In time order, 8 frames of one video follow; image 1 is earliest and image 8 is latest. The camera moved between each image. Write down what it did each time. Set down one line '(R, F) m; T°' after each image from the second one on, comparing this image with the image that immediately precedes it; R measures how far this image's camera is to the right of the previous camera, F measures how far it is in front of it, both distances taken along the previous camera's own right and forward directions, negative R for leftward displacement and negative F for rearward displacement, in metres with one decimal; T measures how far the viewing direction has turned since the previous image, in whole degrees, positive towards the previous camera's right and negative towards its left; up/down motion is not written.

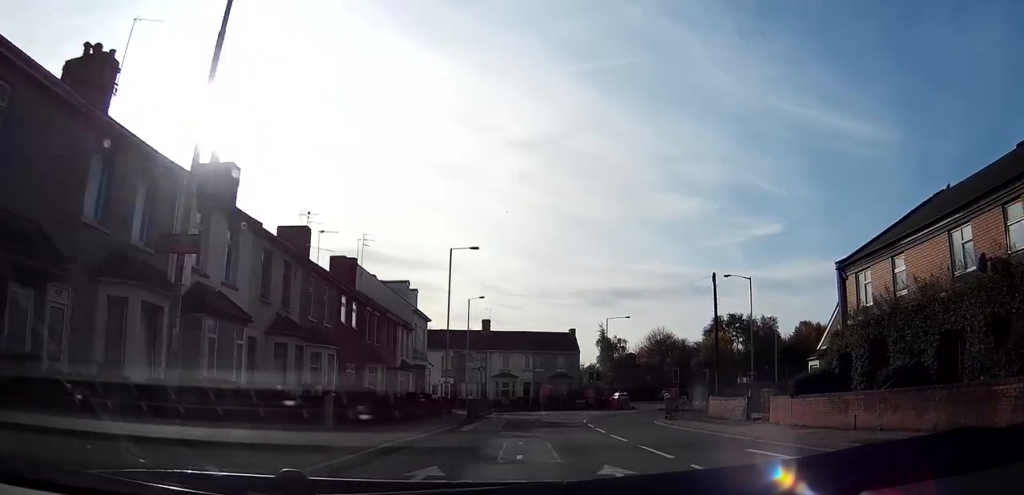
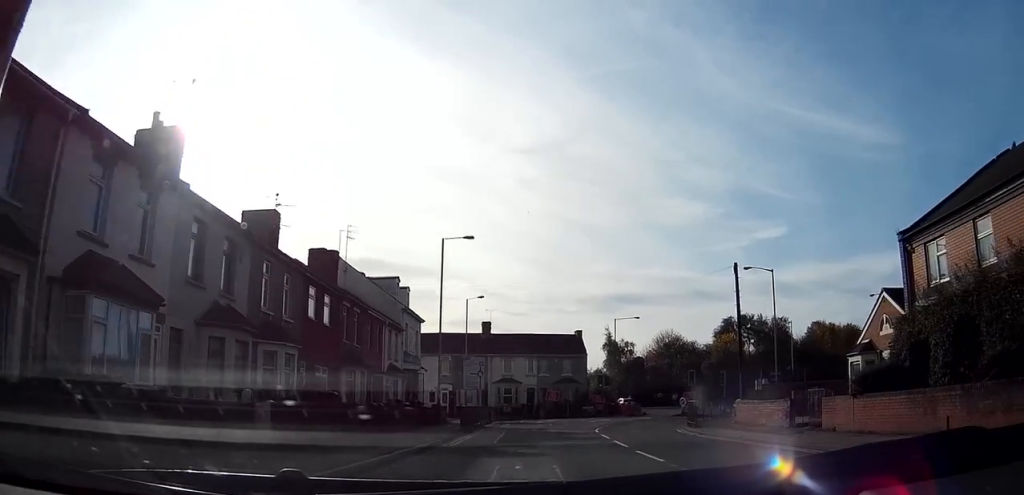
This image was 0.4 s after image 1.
(-0.1, +4.9) m; -1°
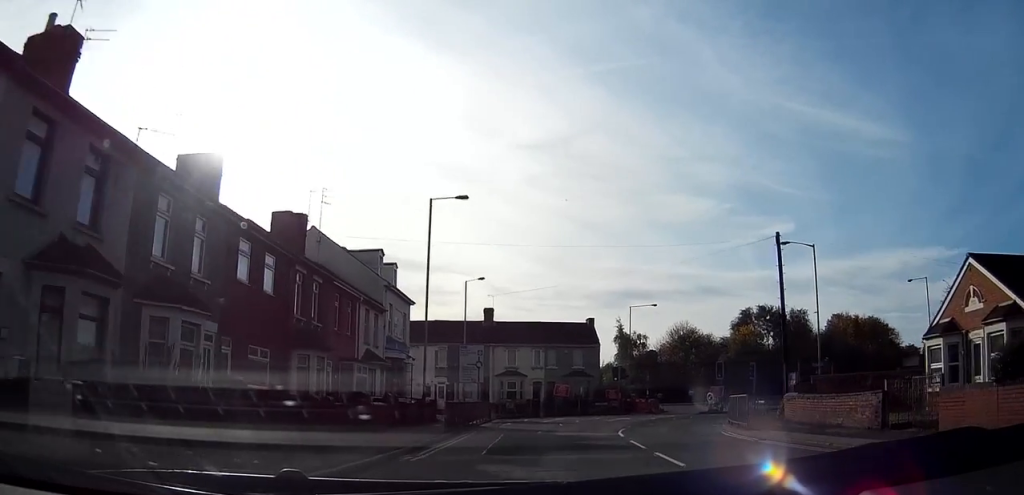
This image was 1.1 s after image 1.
(-0.1, +7.1) m; -1°
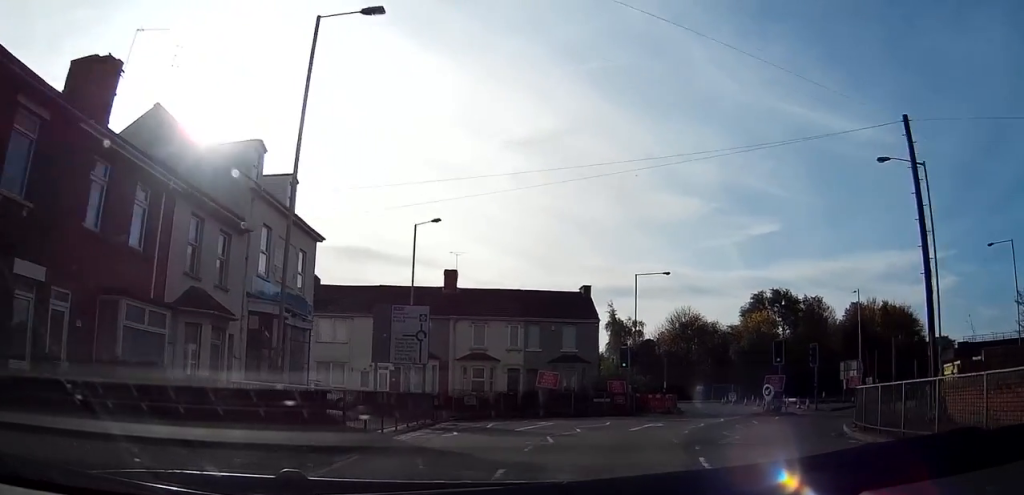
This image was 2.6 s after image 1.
(0.0, +16.5) m; +1°
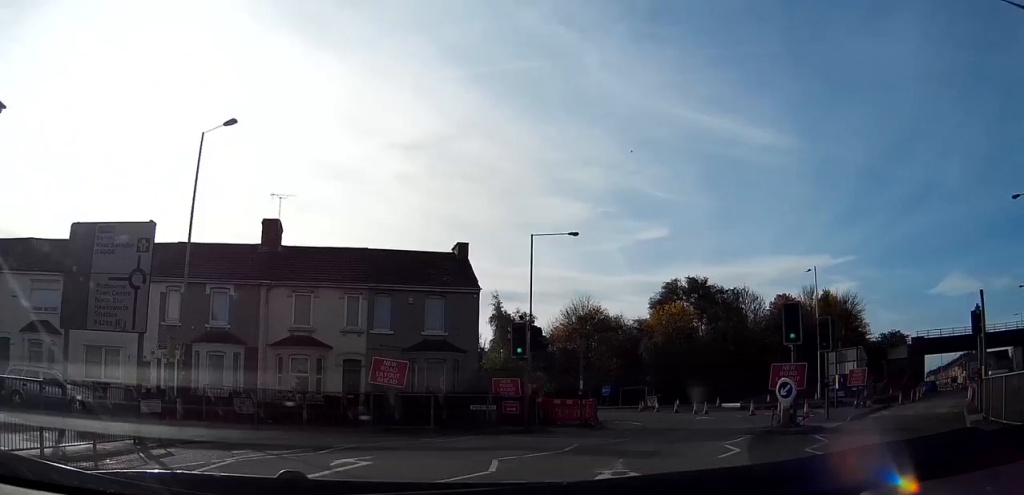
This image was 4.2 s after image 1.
(+0.7, +15.6) m; +7°
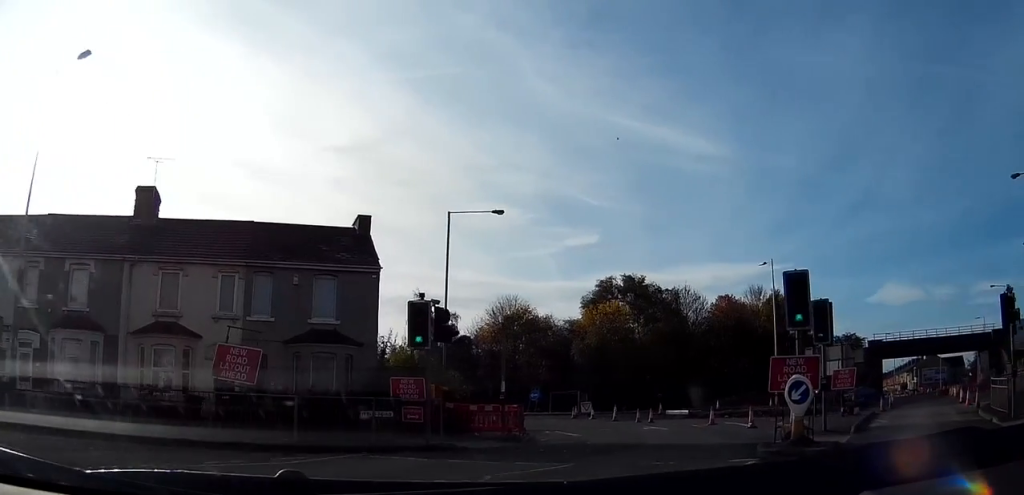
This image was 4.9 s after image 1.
(+0.2, +6.5) m; +4°
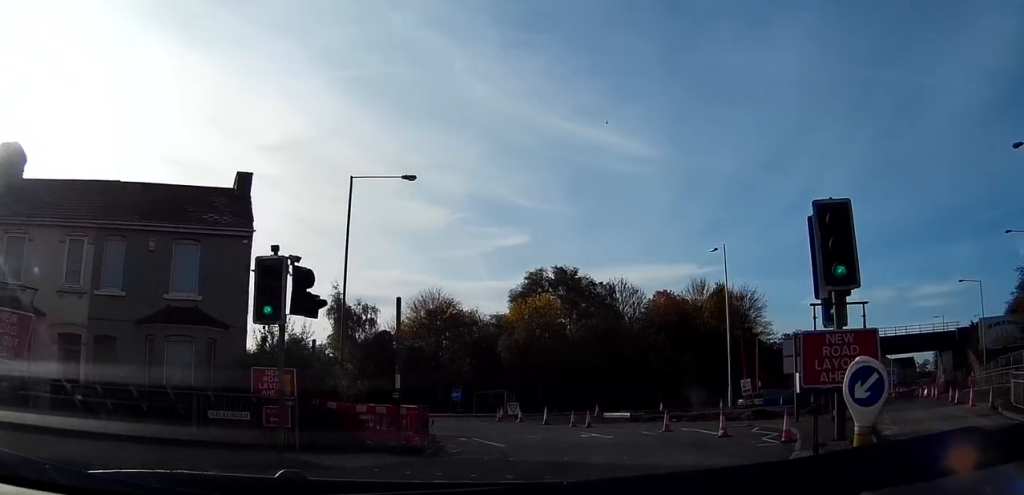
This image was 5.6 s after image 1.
(+0.3, +5.7) m; +4°
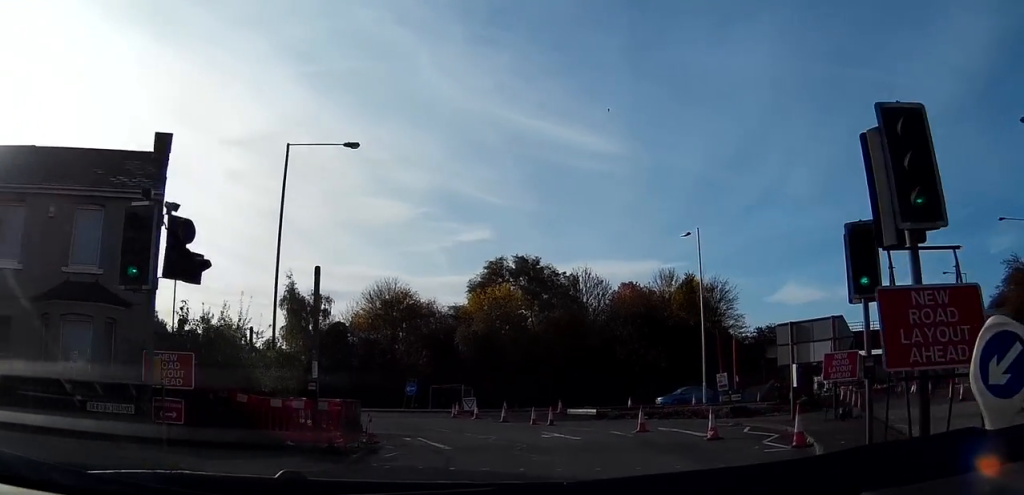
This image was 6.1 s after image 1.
(0.0, +3.5) m; +3°
